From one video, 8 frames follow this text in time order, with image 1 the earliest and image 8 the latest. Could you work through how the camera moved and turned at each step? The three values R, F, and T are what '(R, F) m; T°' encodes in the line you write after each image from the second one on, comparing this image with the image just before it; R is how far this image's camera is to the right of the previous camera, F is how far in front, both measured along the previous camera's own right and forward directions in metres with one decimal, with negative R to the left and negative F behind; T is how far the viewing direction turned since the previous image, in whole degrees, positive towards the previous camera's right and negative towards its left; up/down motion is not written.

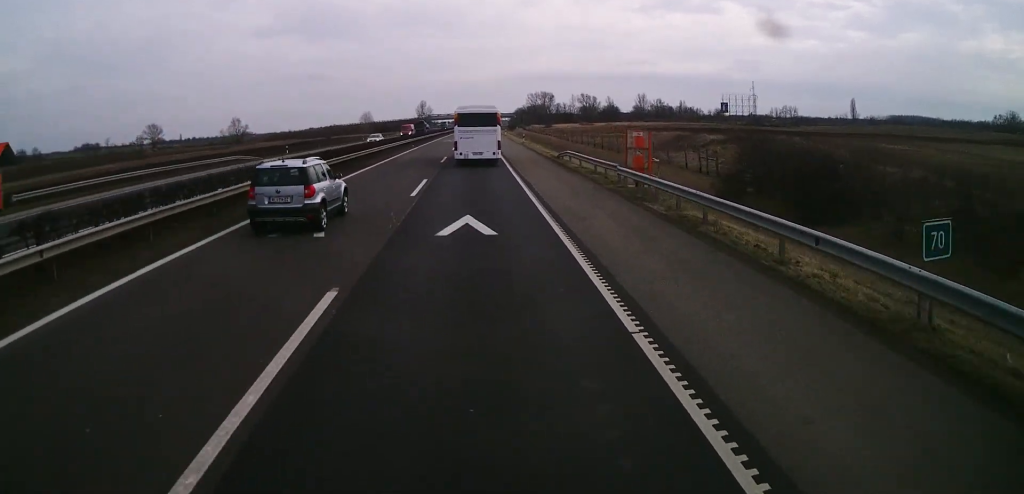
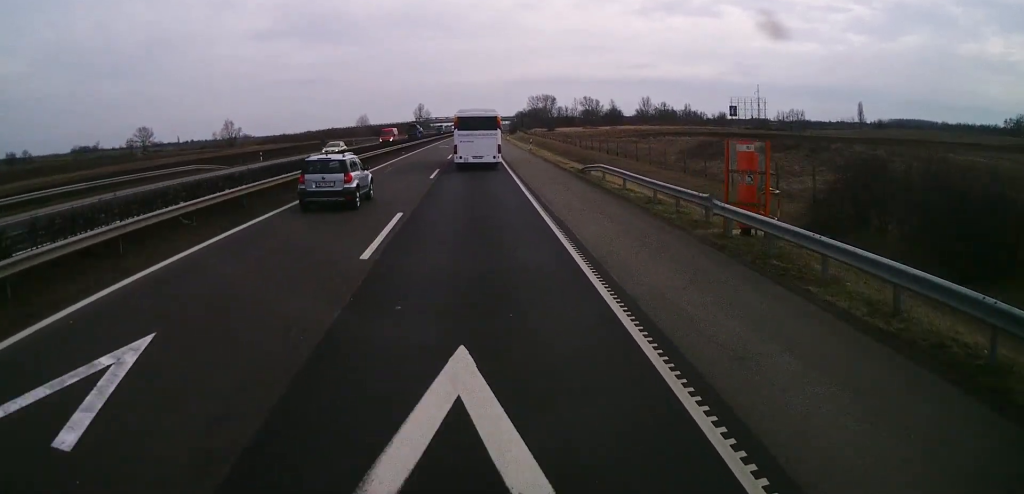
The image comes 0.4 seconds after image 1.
(0.0, +9.4) m; 0°
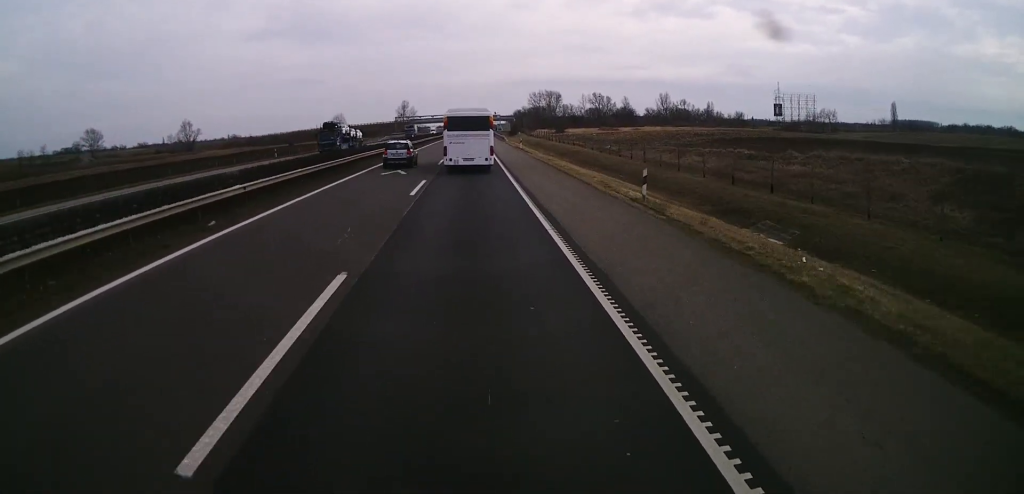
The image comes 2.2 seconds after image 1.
(-0.4, +42.4) m; 0°
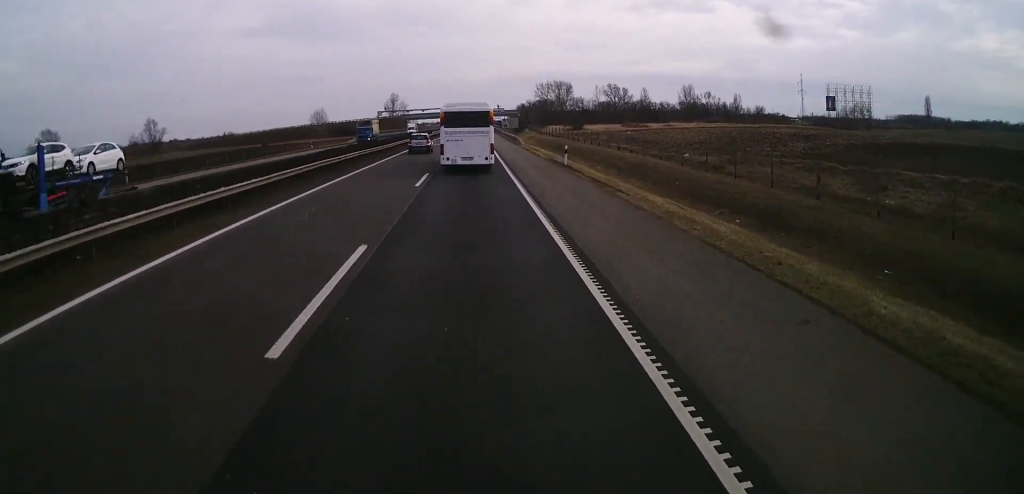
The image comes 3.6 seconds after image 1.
(+0.5, +32.9) m; +1°
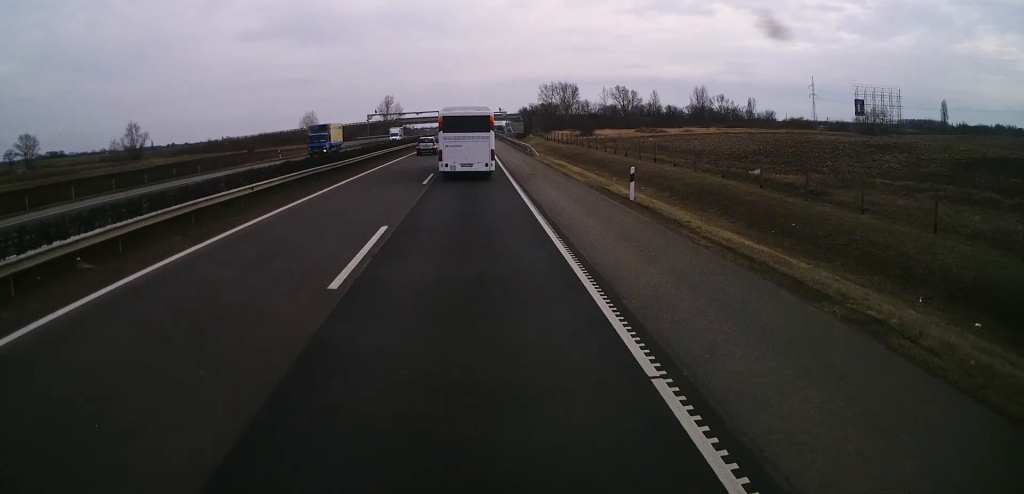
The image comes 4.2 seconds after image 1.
(-0.1, +14.7) m; 0°
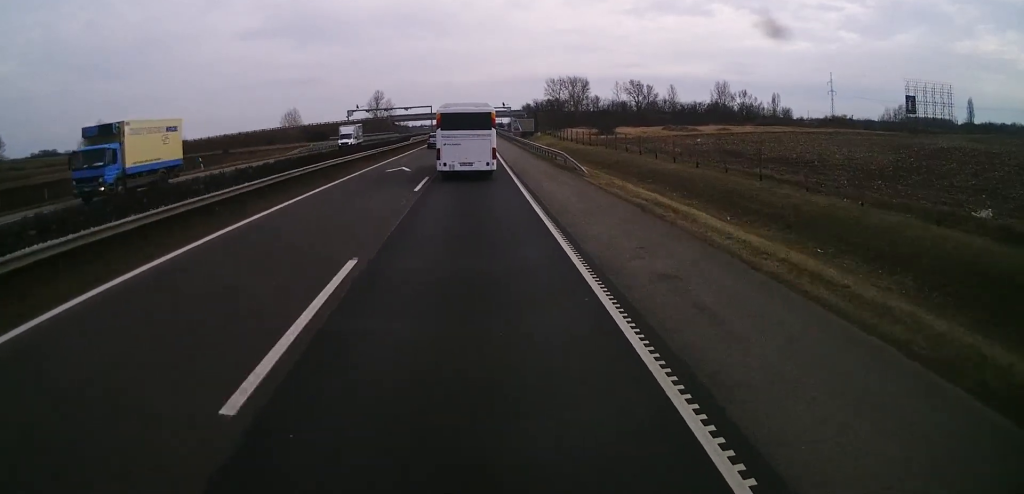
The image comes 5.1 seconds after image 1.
(+0.3, +22.3) m; +1°
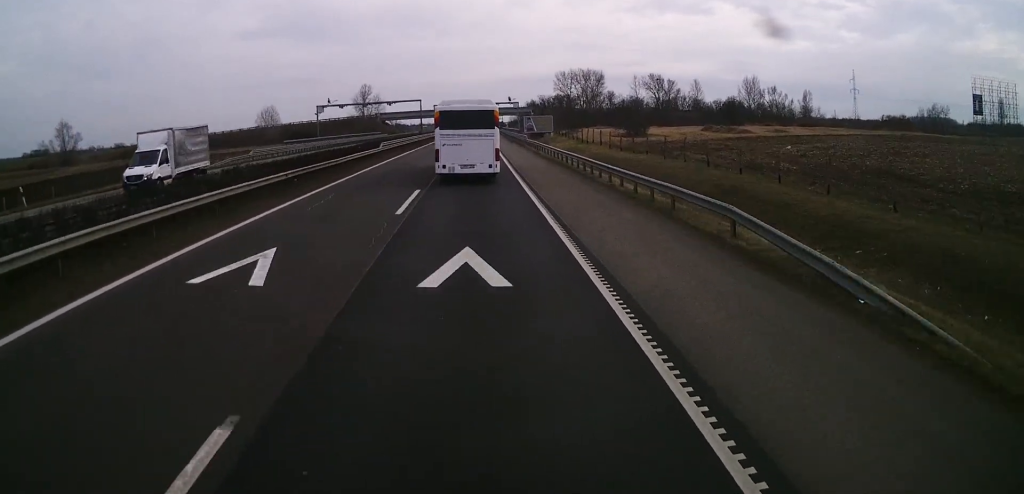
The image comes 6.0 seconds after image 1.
(0.0, +24.0) m; -1°
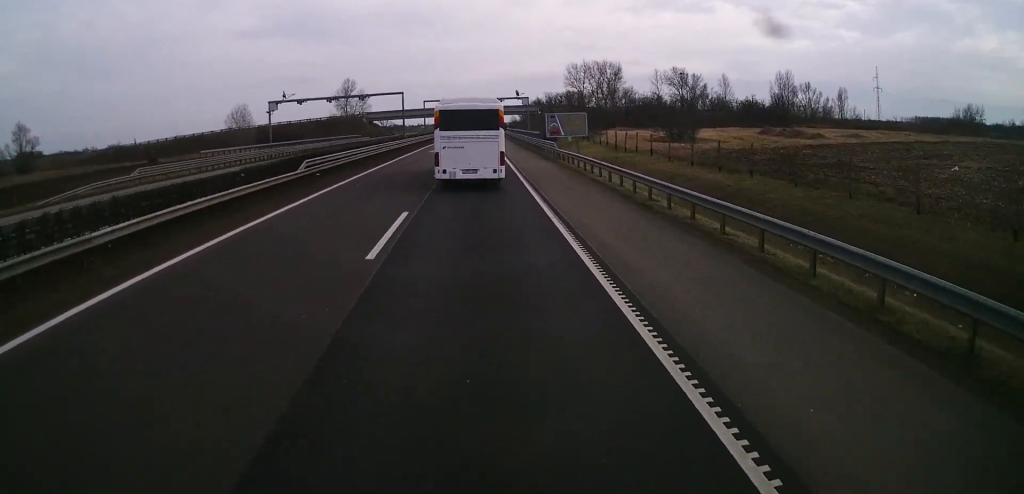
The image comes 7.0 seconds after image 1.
(-0.3, +23.2) m; -1°
